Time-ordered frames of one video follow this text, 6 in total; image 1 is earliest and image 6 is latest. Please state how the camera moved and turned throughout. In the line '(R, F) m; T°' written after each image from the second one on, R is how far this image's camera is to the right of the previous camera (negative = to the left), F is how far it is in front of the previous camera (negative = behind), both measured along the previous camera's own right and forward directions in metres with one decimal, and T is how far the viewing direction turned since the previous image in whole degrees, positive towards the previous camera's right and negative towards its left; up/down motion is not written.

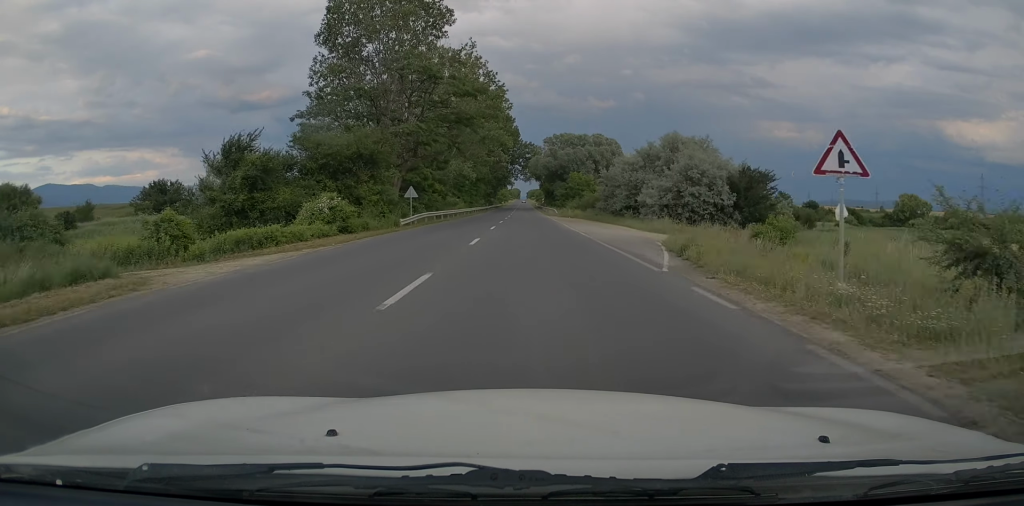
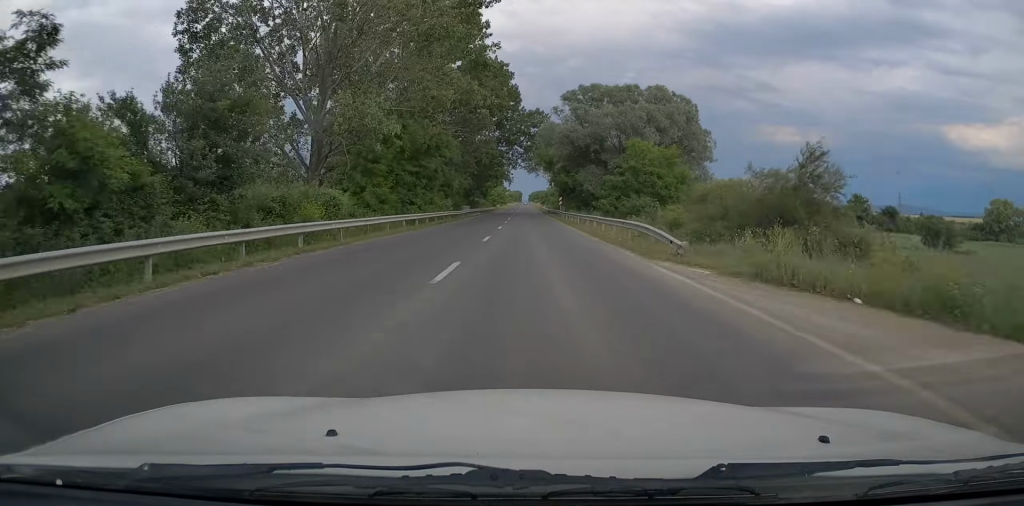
(-0.1, +53.6) m; 0°
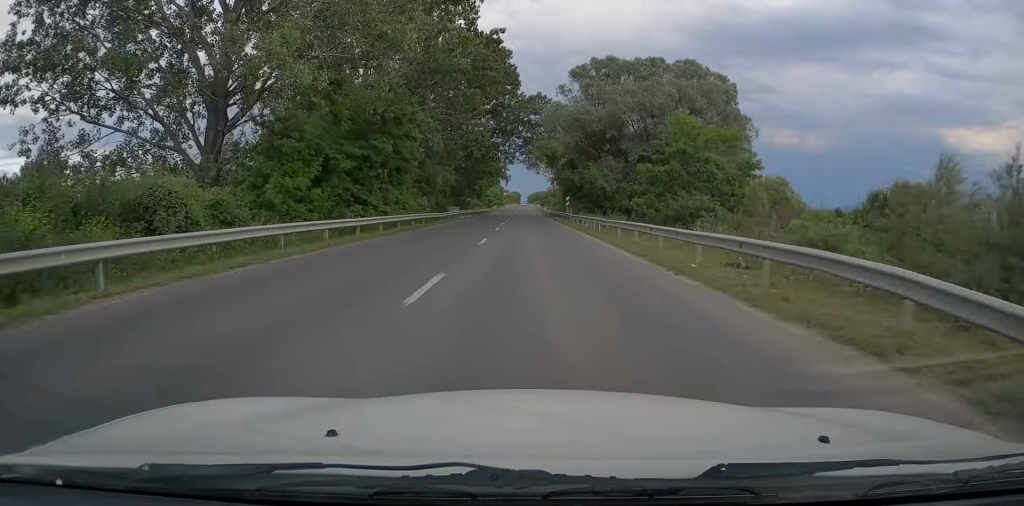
(-0.1, +13.4) m; 0°
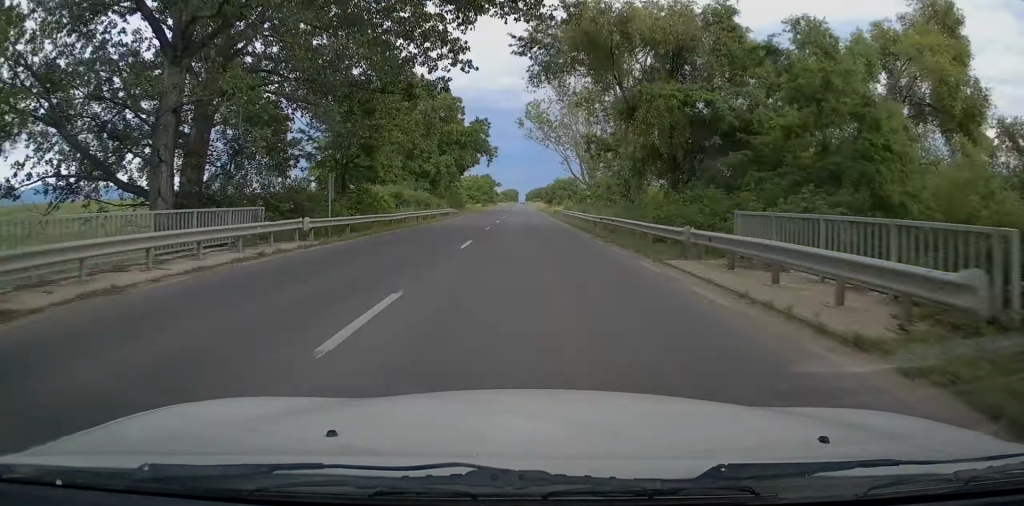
(+0.2, +58.7) m; +1°
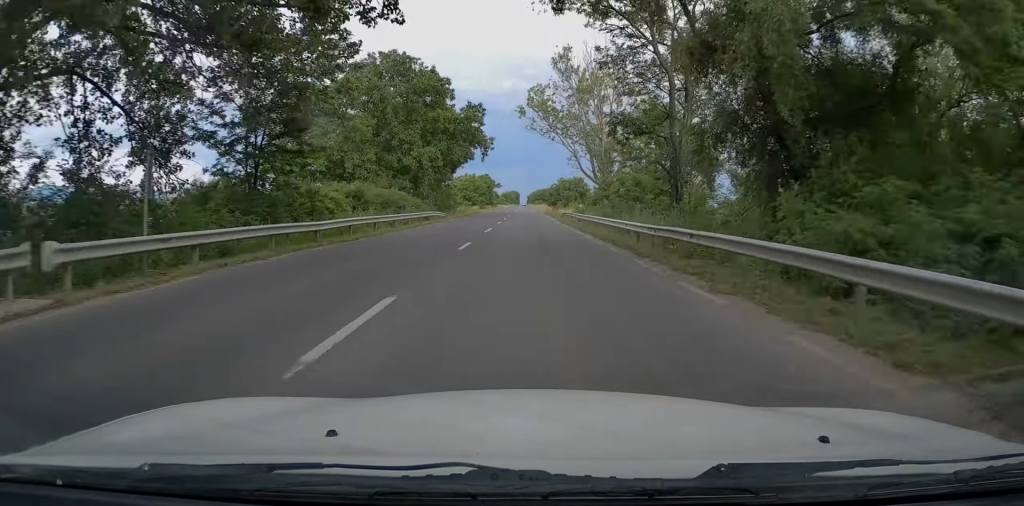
(0.0, +11.8) m; 0°
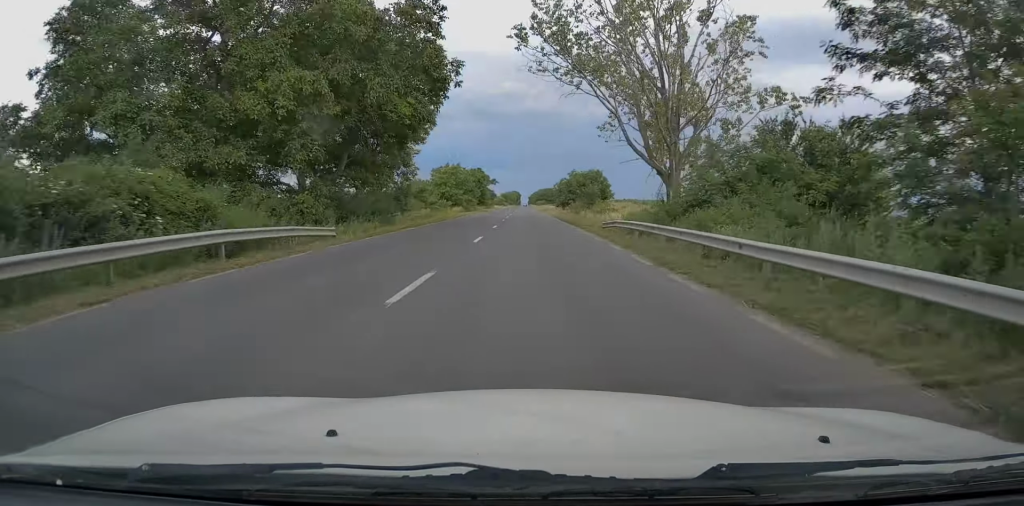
(0.0, +30.9) m; 0°
